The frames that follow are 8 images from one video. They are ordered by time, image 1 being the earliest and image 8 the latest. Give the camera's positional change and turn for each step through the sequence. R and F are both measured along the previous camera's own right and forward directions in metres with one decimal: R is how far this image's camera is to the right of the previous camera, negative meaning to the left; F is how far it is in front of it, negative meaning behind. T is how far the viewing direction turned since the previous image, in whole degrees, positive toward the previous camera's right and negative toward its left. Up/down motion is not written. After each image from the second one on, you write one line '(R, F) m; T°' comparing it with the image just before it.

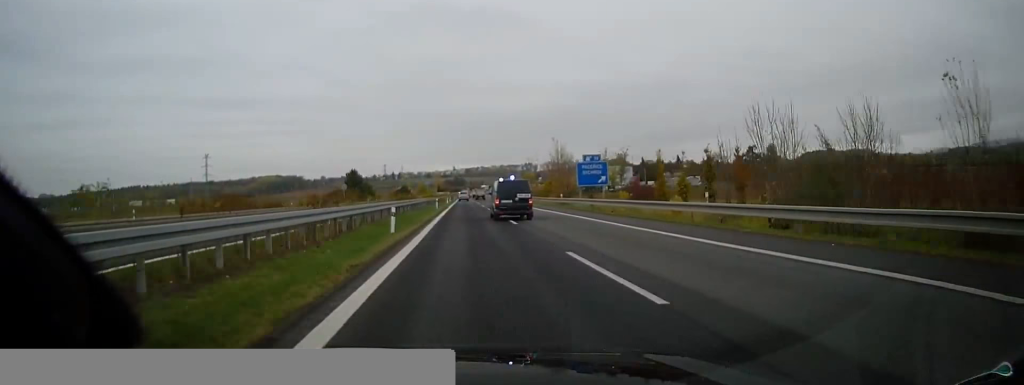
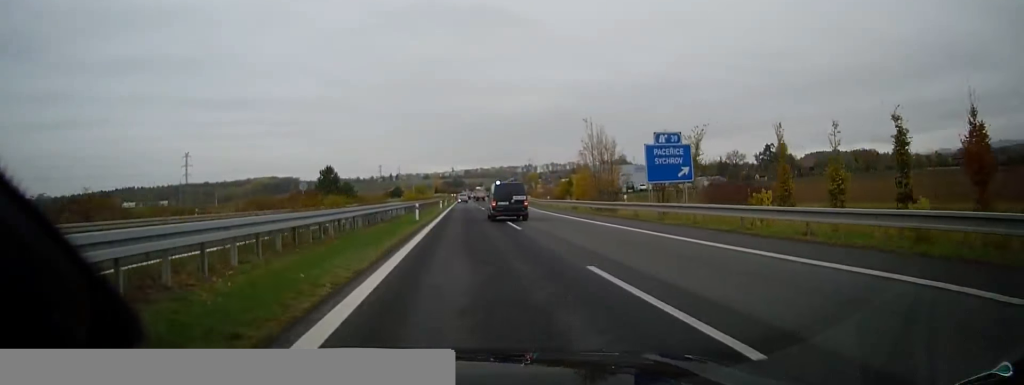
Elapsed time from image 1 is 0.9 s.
(0.0, +20.7) m; 0°
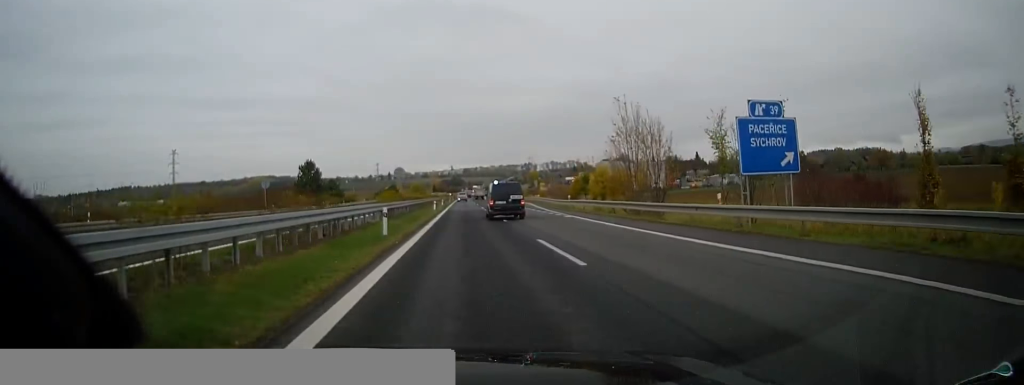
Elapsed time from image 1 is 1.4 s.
(0.0, +11.9) m; 0°
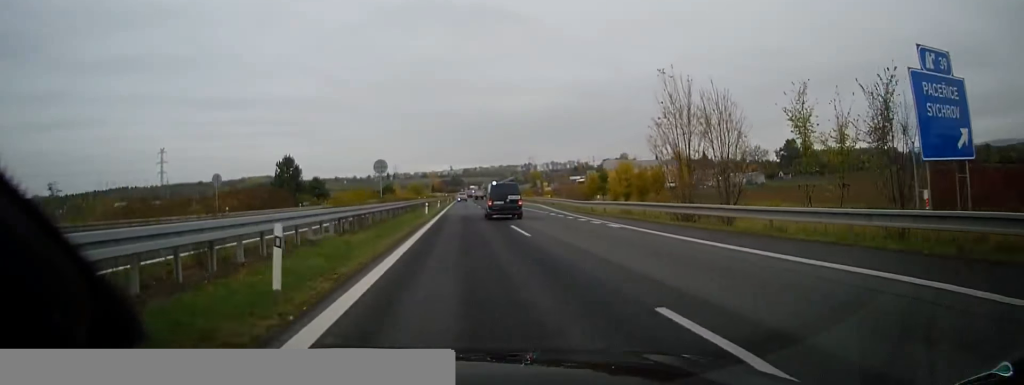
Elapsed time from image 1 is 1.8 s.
(0.0, +10.3) m; 0°
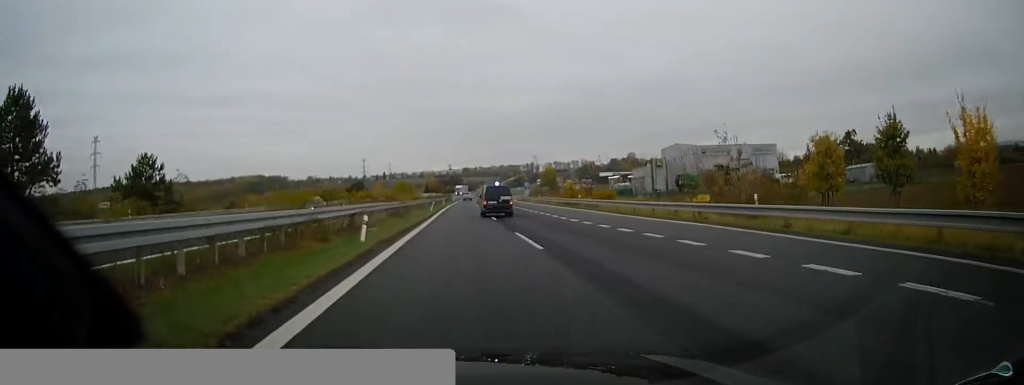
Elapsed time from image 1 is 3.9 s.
(+0.1, +50.1) m; 0°
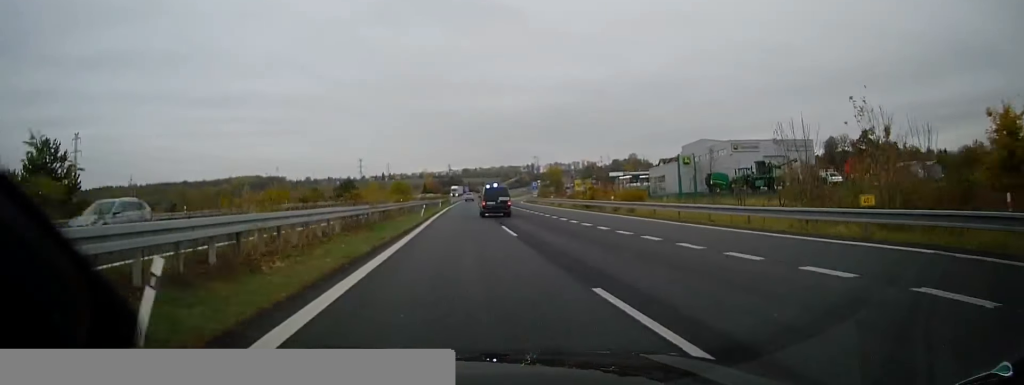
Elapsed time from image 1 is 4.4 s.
(0.0, +12.0) m; 0°
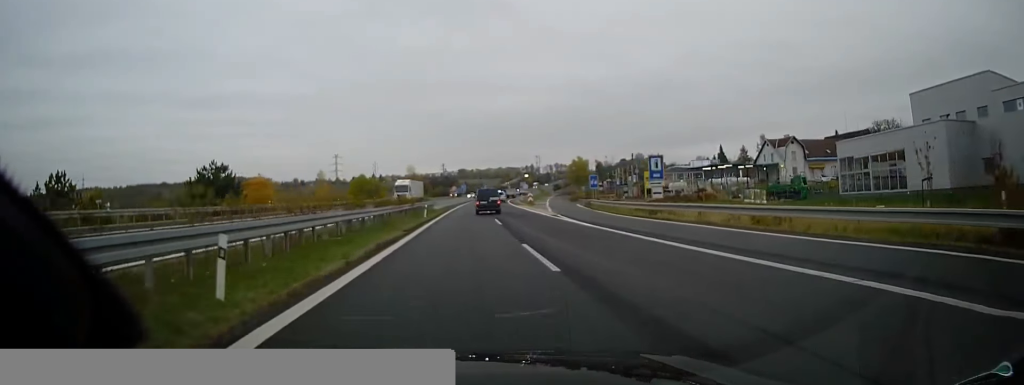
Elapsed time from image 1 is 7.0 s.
(+0.3, +64.1) m; +1°
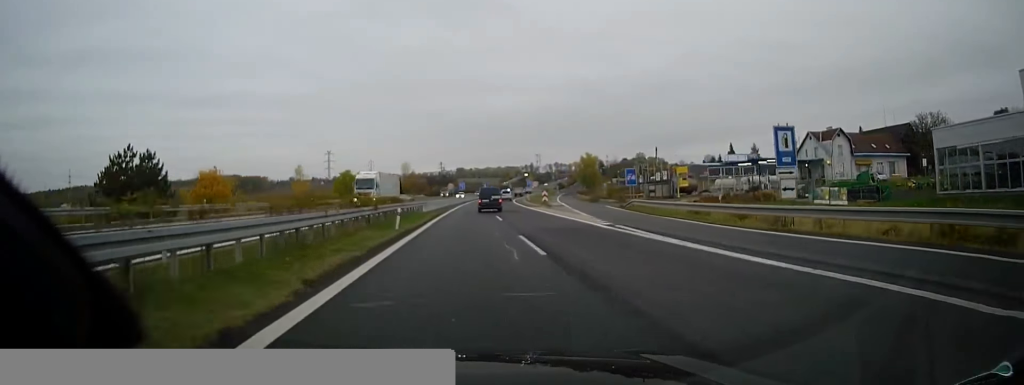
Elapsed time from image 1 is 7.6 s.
(0.0, +15.3) m; 0°
